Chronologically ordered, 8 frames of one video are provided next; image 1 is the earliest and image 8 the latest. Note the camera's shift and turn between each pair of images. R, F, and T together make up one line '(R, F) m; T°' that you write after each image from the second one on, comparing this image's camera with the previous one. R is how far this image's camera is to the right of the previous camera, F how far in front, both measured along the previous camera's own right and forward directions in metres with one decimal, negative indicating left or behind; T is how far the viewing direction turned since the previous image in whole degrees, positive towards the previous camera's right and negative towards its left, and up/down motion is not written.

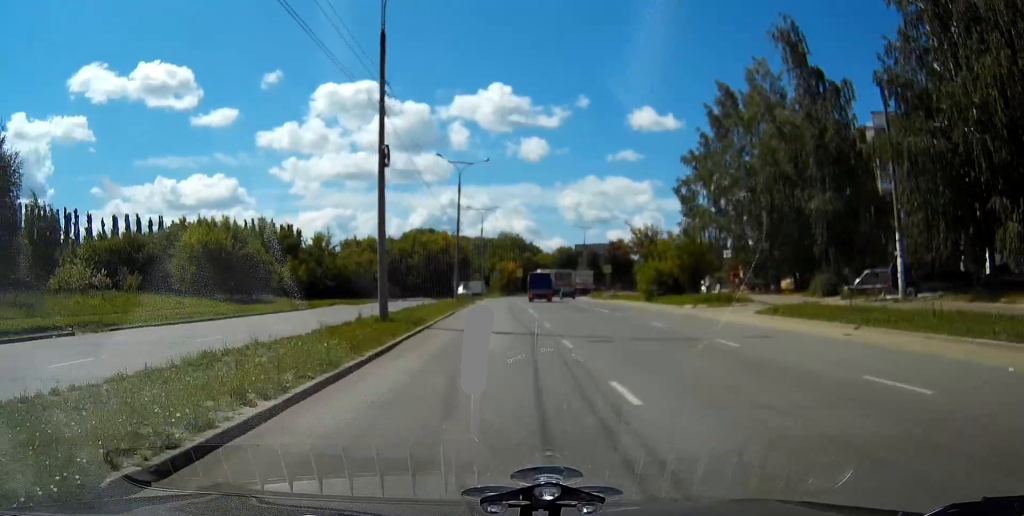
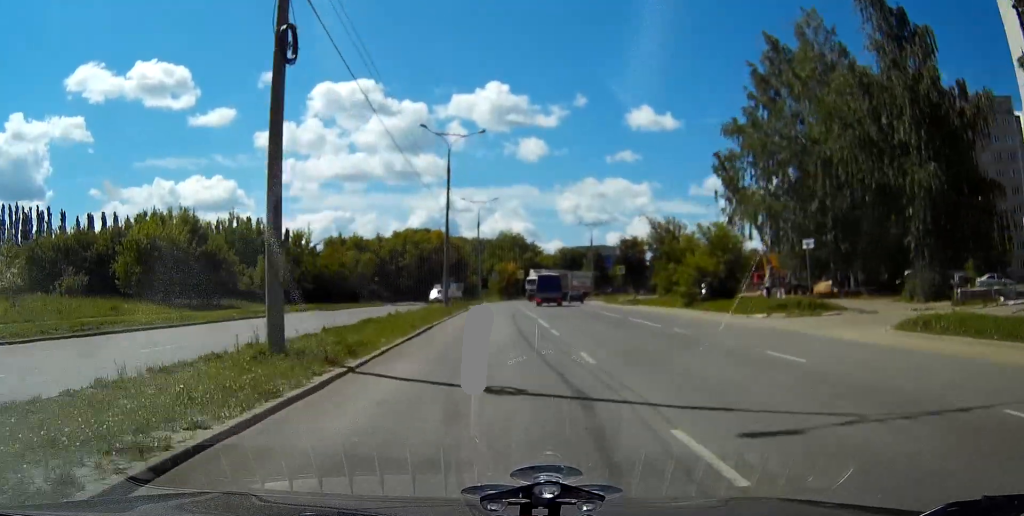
(0.0, +11.2) m; 0°
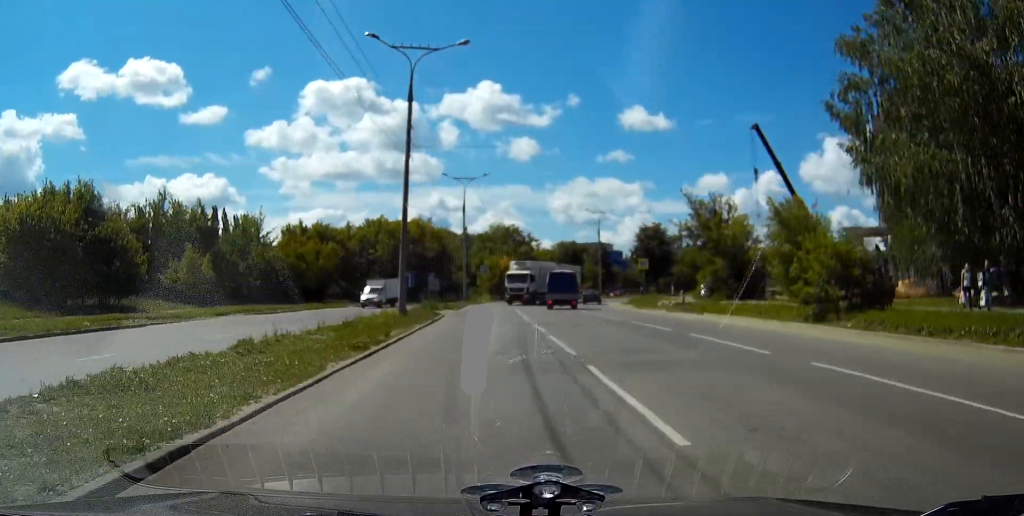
(0.0, +16.8) m; 0°
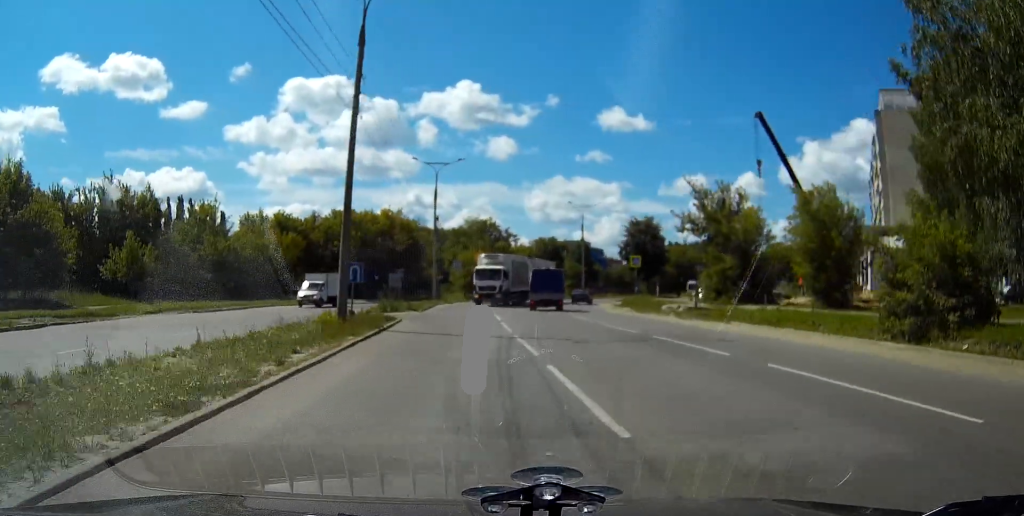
(0.0, +6.6) m; 0°
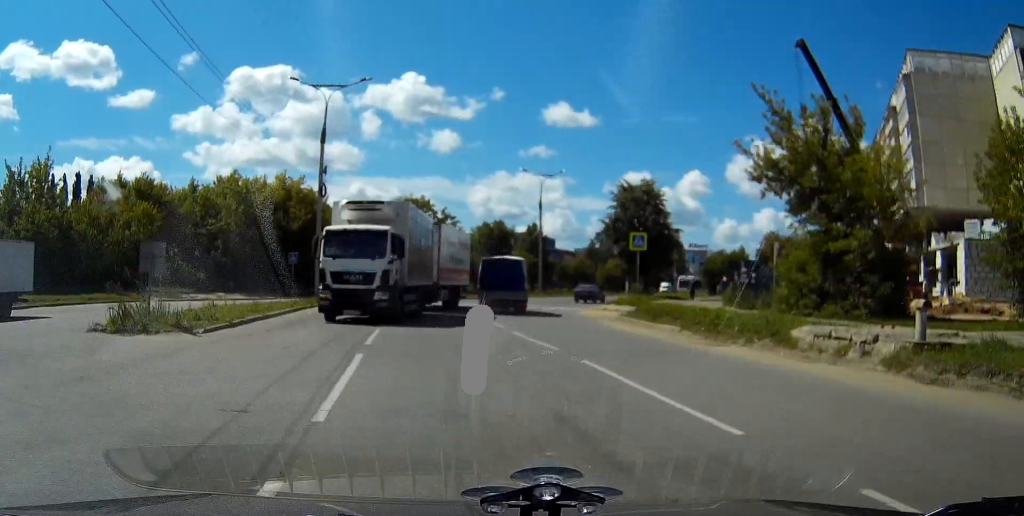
(0.0, +21.6) m; 0°
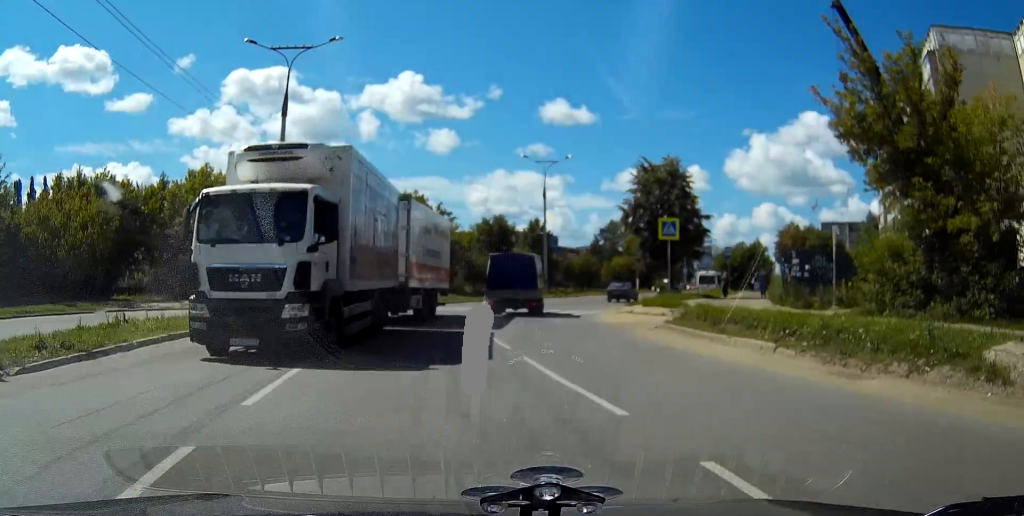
(0.0, +7.0) m; +2°
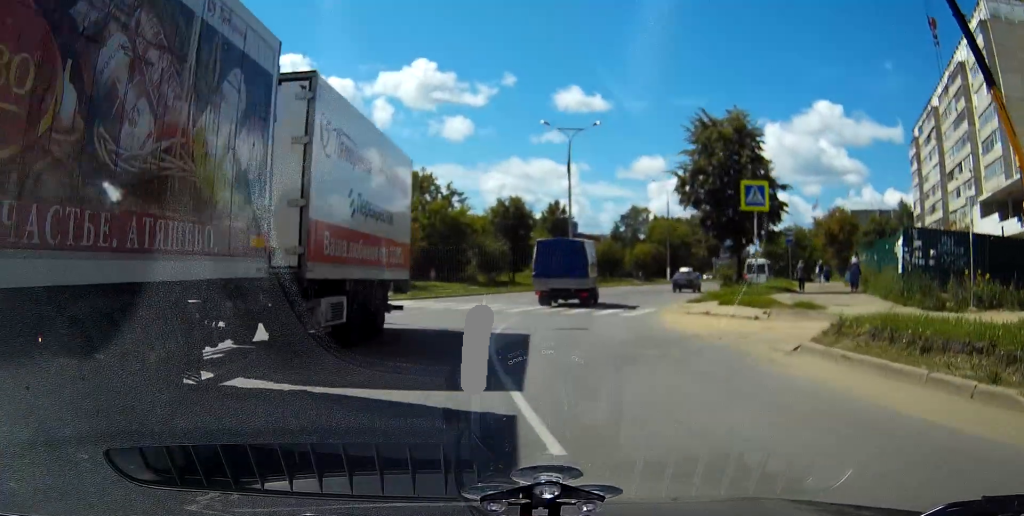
(+0.3, +9.3) m; +1°
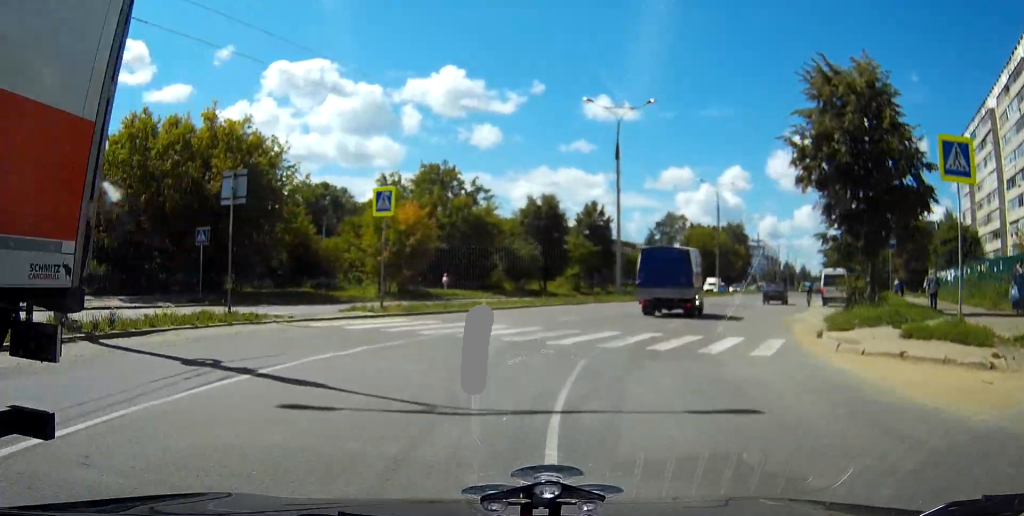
(0.0, +10.6) m; 0°
